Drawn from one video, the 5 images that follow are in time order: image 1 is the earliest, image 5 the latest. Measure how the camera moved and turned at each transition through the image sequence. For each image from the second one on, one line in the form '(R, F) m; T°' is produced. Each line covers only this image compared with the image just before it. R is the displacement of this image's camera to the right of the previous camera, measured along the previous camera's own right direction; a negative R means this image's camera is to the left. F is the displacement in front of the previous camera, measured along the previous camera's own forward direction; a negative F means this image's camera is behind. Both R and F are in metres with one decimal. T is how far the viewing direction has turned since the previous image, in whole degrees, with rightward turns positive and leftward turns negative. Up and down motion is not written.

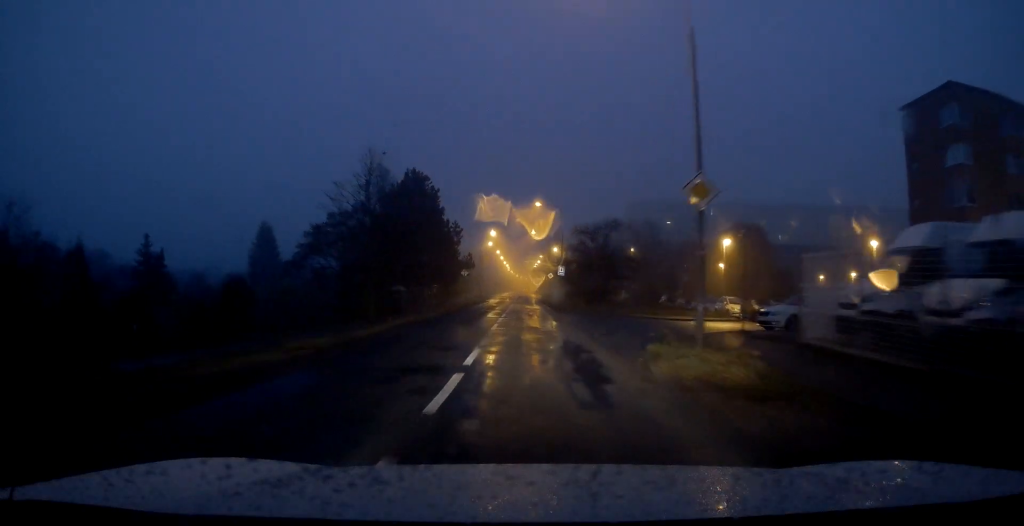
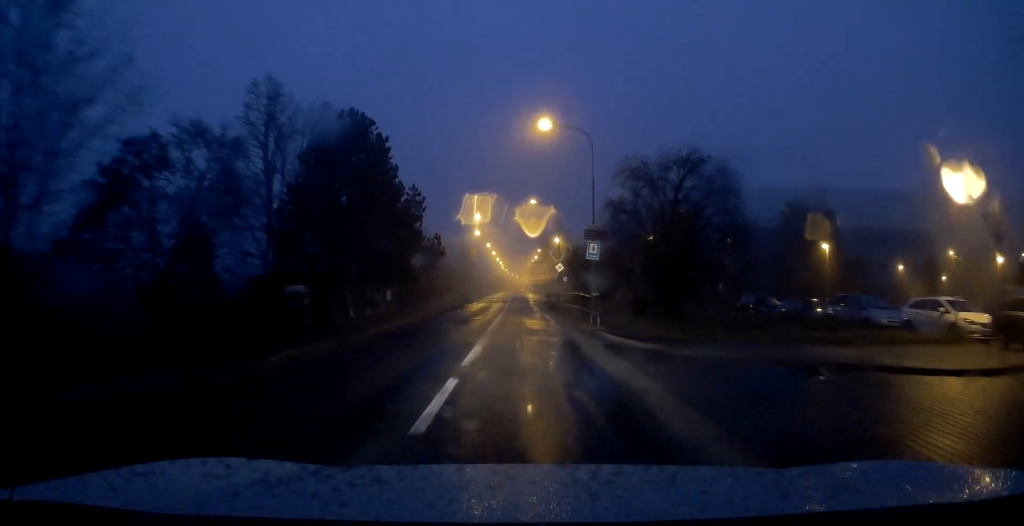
(+0.5, +22.9) m; +2°
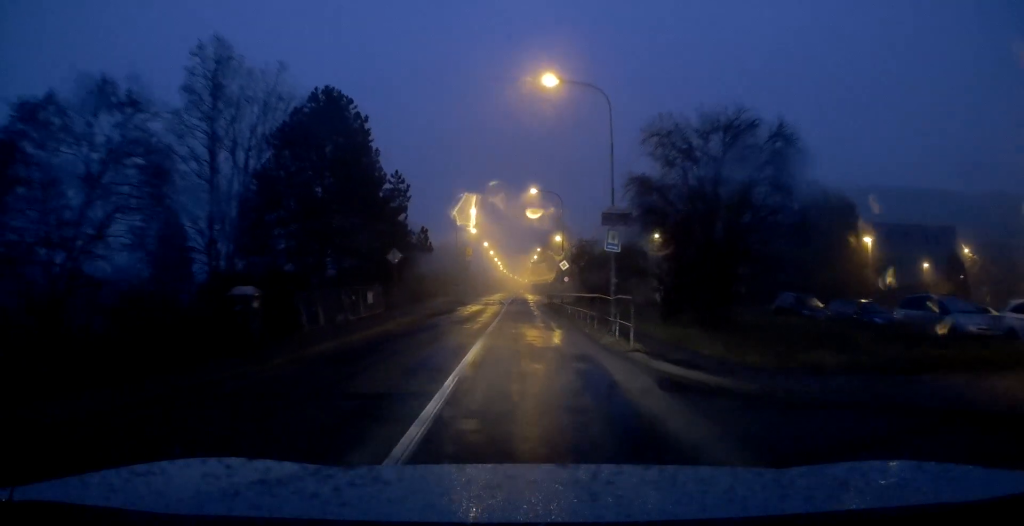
(0.0, +5.6) m; -1°
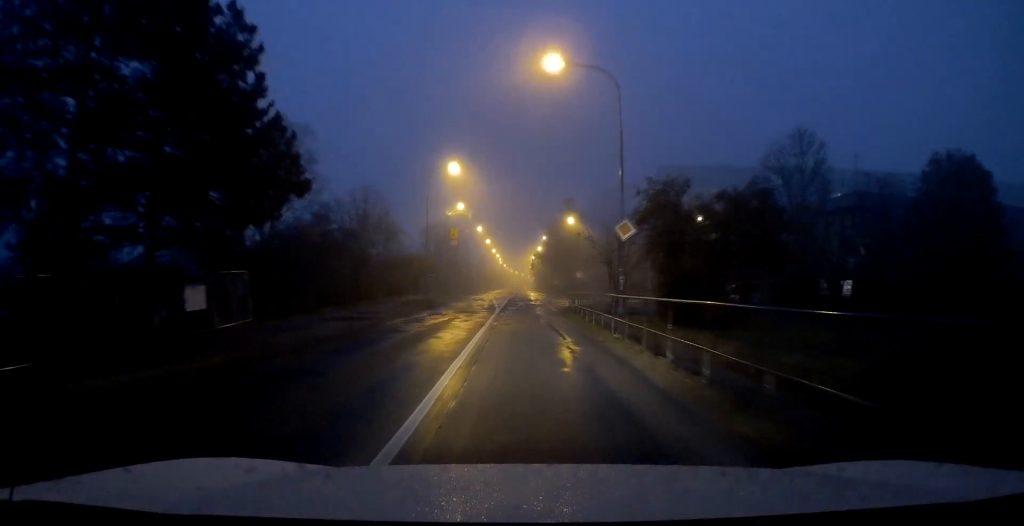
(-0.2, +23.3) m; 0°
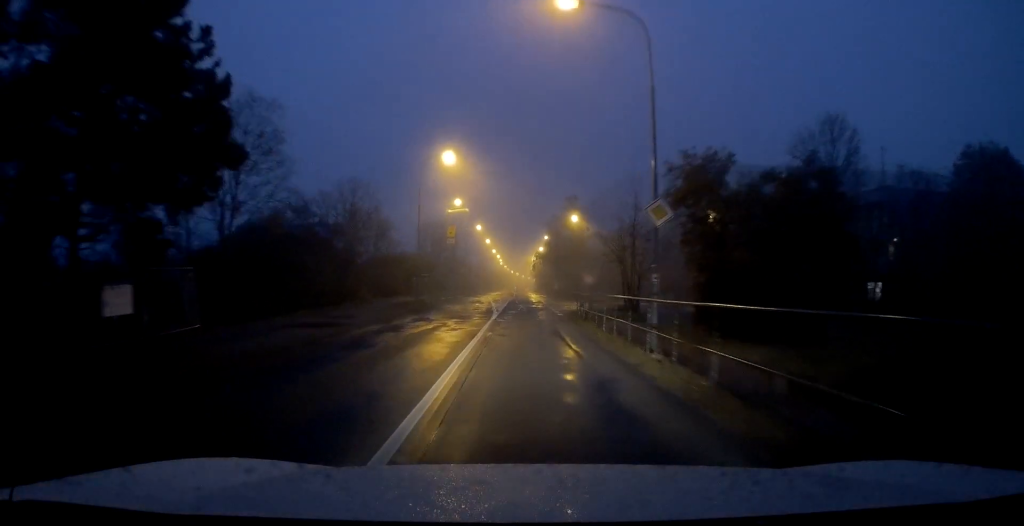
(0.0, +4.3) m; 0°
